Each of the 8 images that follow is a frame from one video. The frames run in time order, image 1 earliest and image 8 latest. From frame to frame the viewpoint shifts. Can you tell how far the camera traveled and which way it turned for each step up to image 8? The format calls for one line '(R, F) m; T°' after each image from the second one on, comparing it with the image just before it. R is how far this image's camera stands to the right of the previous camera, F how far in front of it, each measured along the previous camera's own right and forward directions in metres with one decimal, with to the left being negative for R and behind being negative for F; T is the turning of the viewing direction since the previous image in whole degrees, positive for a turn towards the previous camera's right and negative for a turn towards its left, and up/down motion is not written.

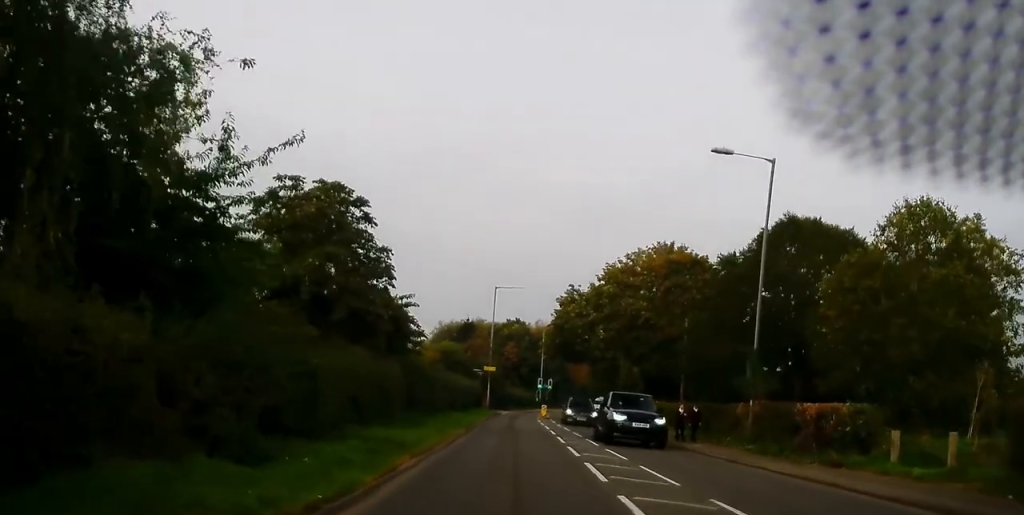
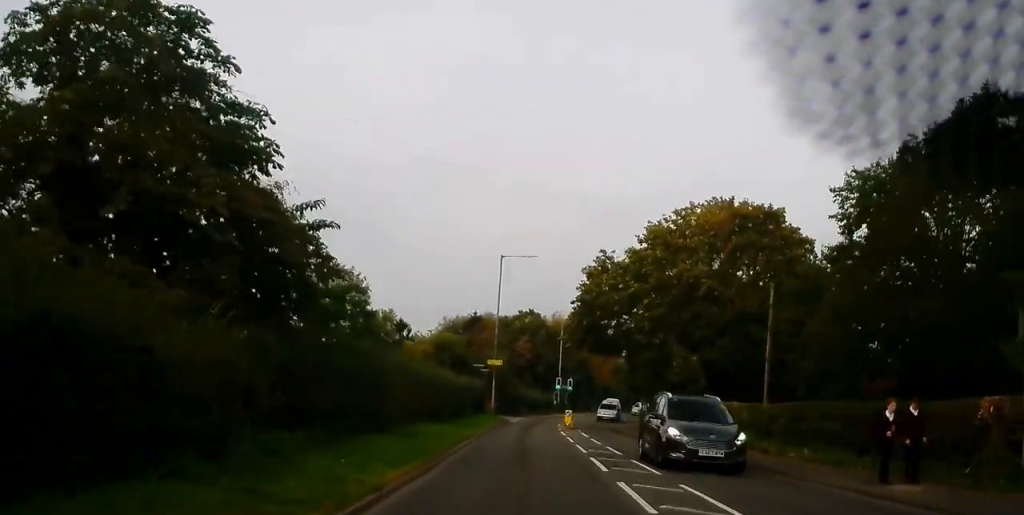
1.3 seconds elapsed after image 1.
(-0.1, +15.4) m; -2°
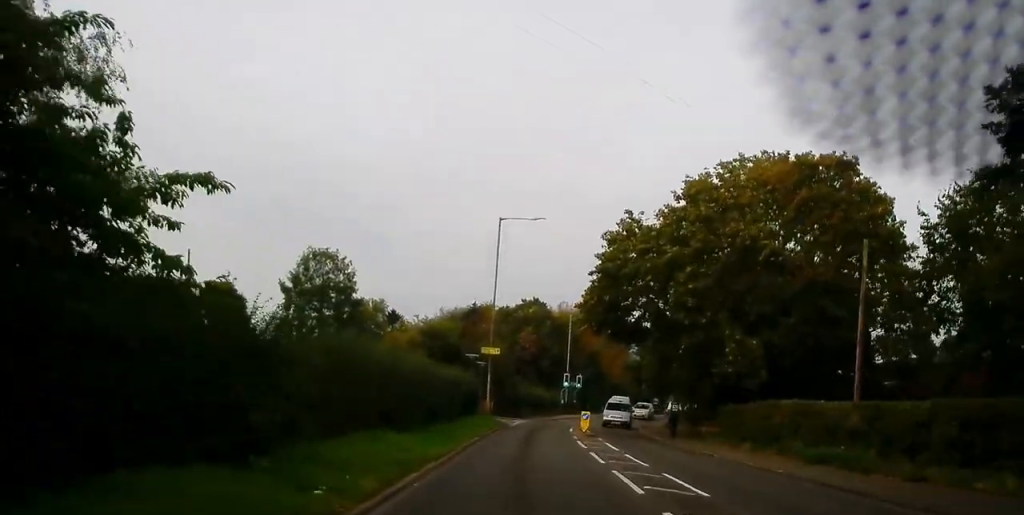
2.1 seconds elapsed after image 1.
(-0.3, +9.8) m; 0°
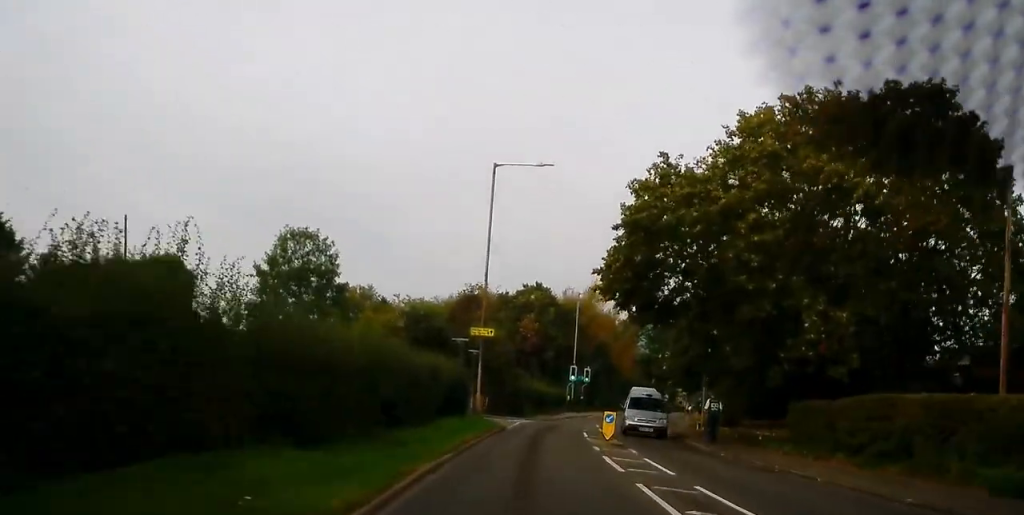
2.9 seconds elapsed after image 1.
(+0.4, +8.7) m; 0°
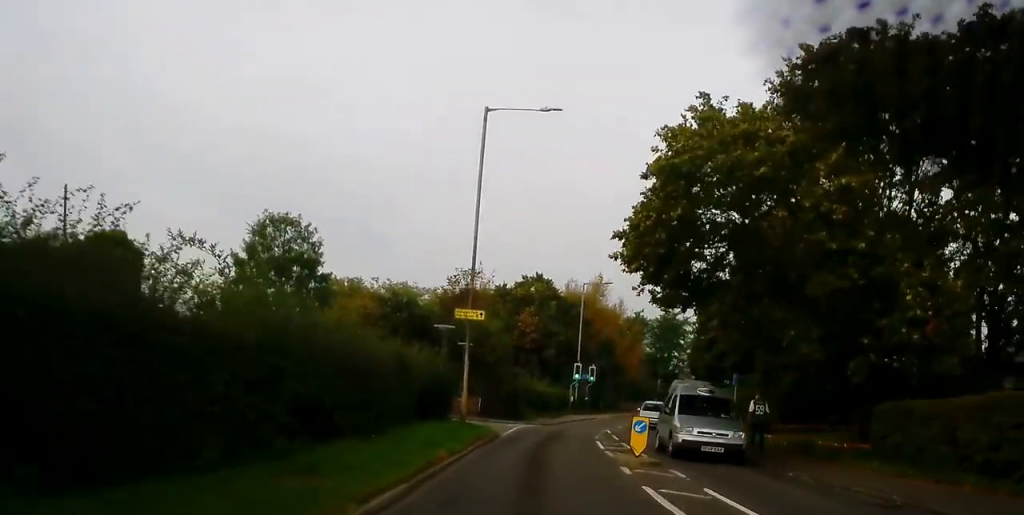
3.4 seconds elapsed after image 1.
(-0.2, +6.2) m; 0°
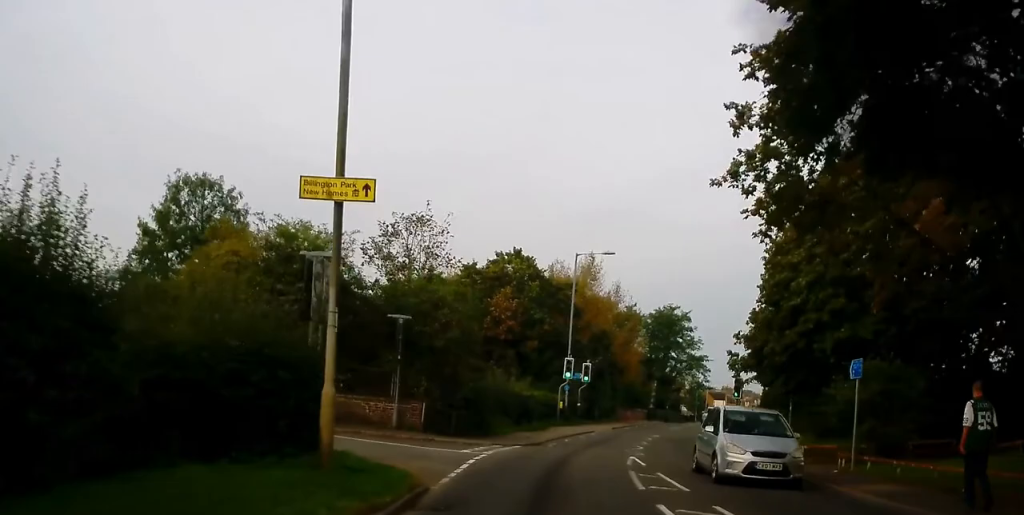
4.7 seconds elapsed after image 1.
(+0.2, +14.6) m; +3°
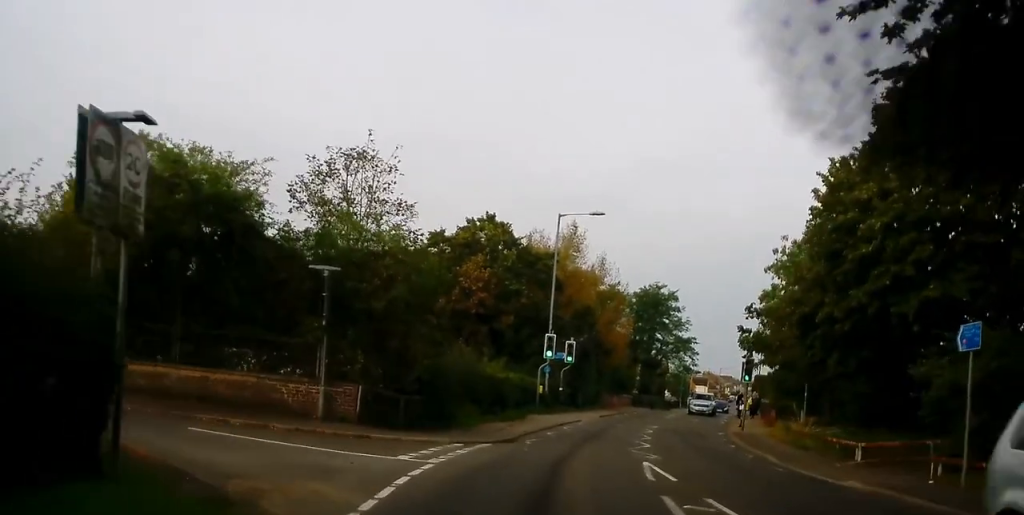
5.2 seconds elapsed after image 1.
(+0.1, +6.4) m; +2°
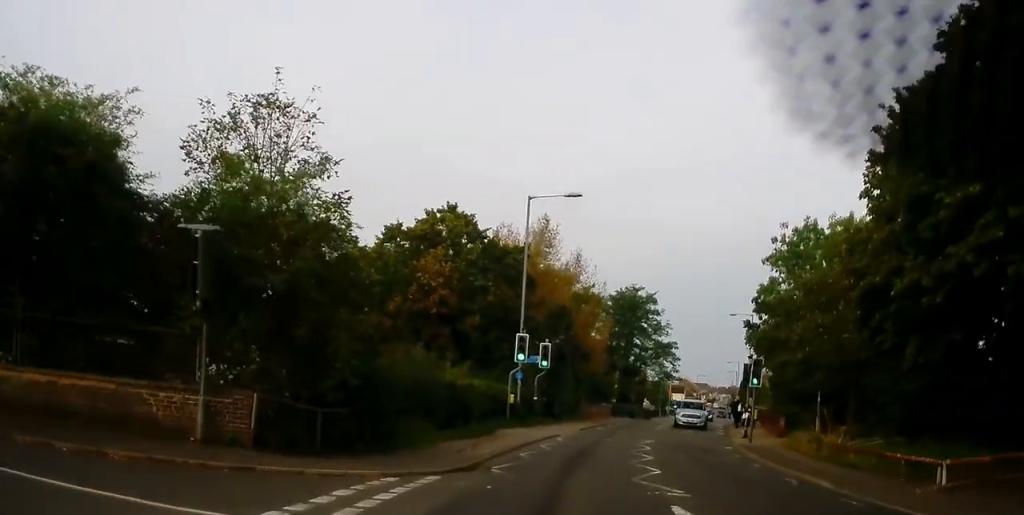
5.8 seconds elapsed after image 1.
(0.0, +5.5) m; +1°
